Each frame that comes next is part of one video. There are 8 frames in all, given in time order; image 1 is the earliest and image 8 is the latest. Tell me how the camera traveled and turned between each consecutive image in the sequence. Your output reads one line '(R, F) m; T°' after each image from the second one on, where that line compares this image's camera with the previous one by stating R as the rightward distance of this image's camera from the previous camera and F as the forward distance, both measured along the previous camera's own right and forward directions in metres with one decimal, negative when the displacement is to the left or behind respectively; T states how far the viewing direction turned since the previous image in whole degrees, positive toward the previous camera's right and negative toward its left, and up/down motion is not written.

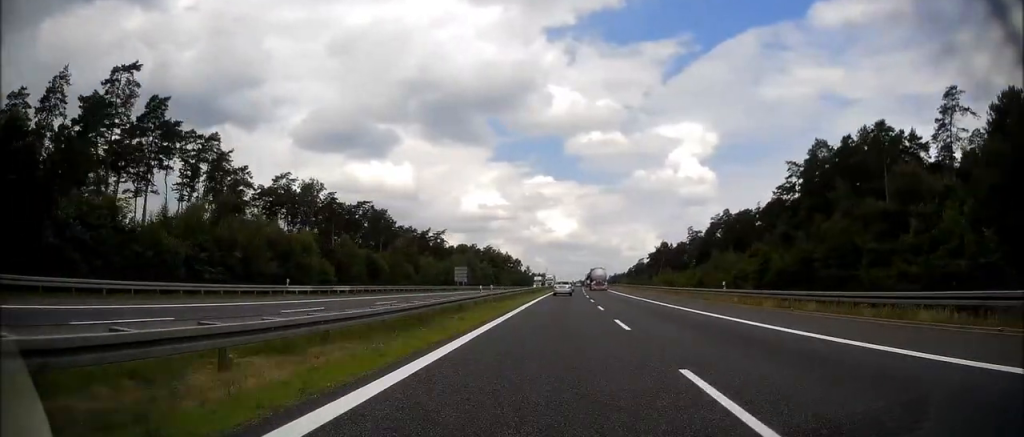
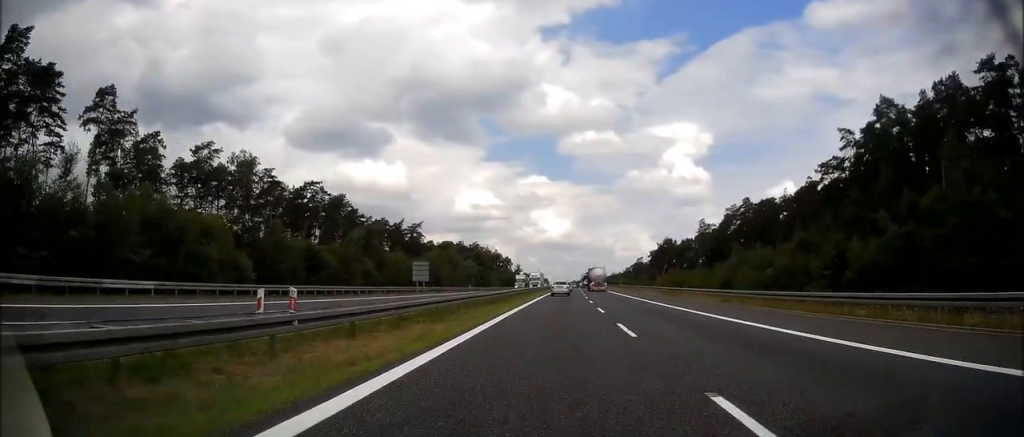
(+0.1, +26.4) m; 0°
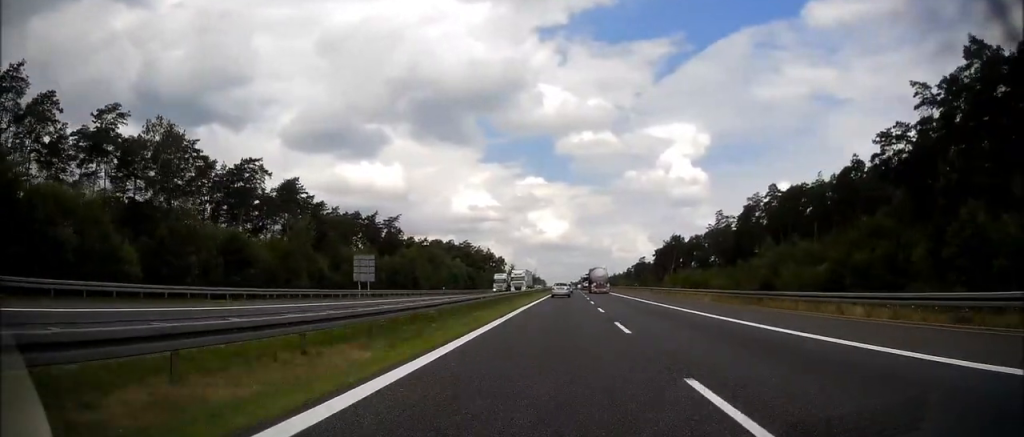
(+0.1, +23.1) m; 0°
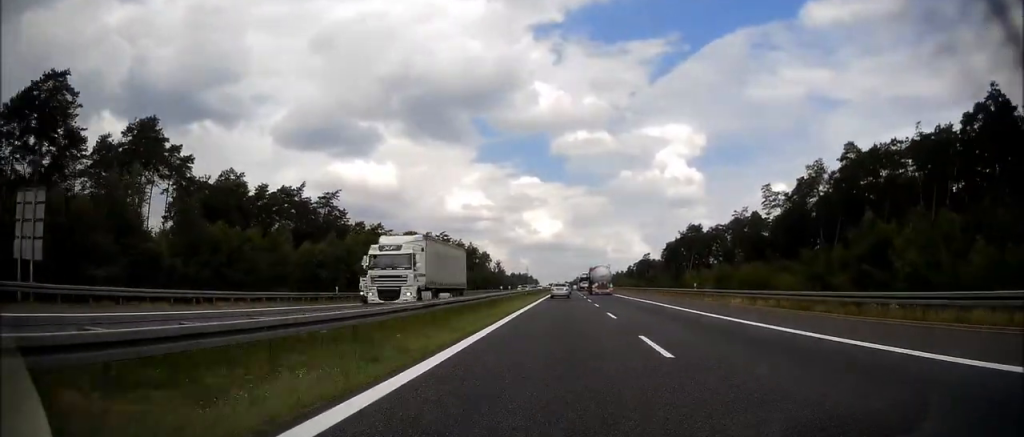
(+0.4, +41.7) m; +1°
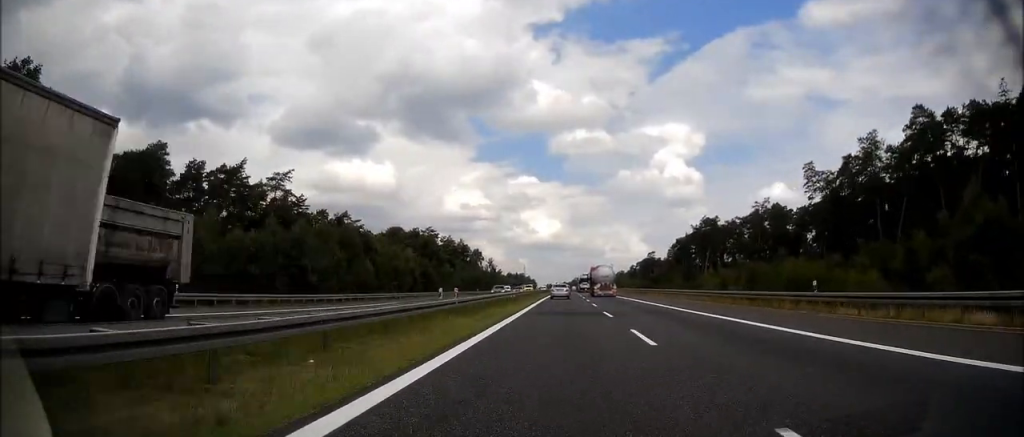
(+0.2, +22.0) m; 0°
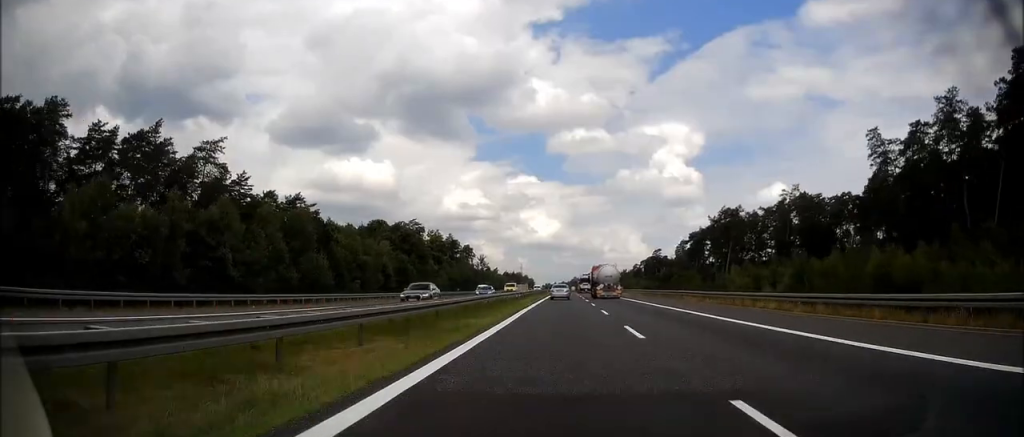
(-0.2, +22.1) m; 0°
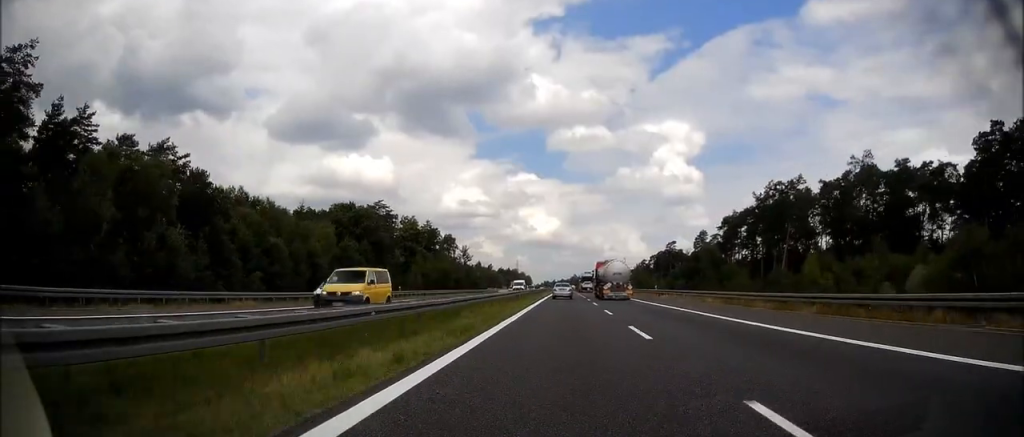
(+0.2, +36.7) m; +1°
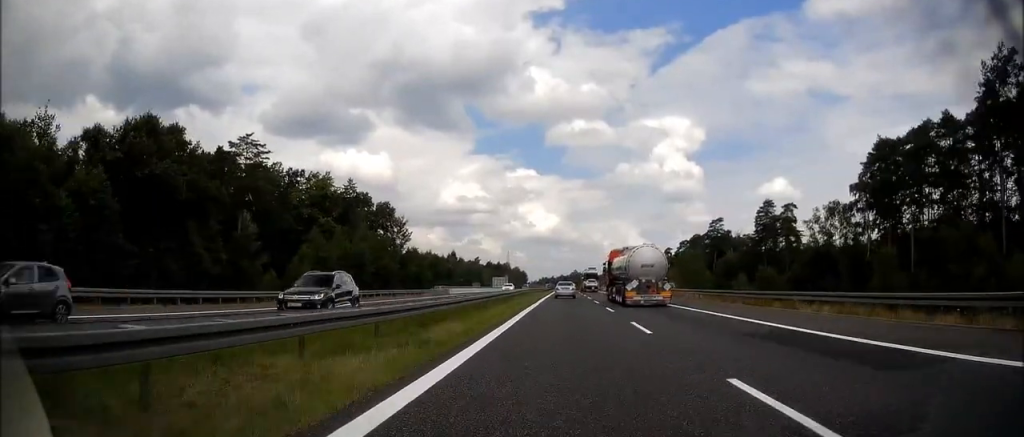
(-0.1, +69.5) m; 0°
